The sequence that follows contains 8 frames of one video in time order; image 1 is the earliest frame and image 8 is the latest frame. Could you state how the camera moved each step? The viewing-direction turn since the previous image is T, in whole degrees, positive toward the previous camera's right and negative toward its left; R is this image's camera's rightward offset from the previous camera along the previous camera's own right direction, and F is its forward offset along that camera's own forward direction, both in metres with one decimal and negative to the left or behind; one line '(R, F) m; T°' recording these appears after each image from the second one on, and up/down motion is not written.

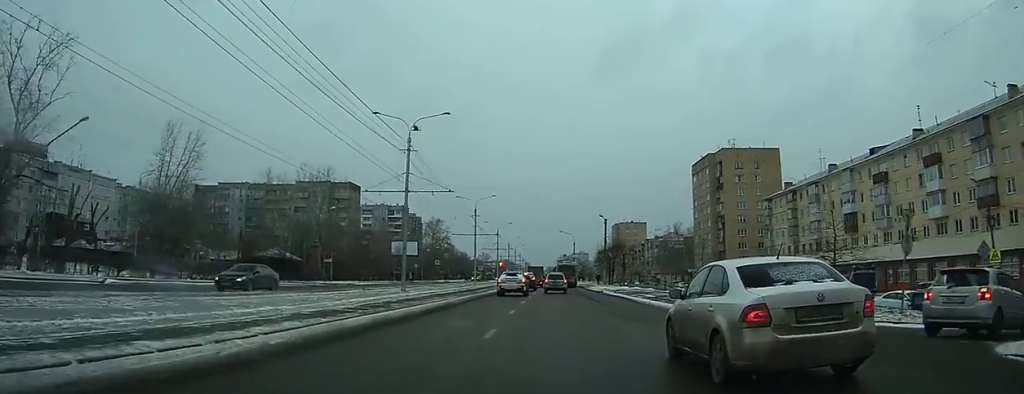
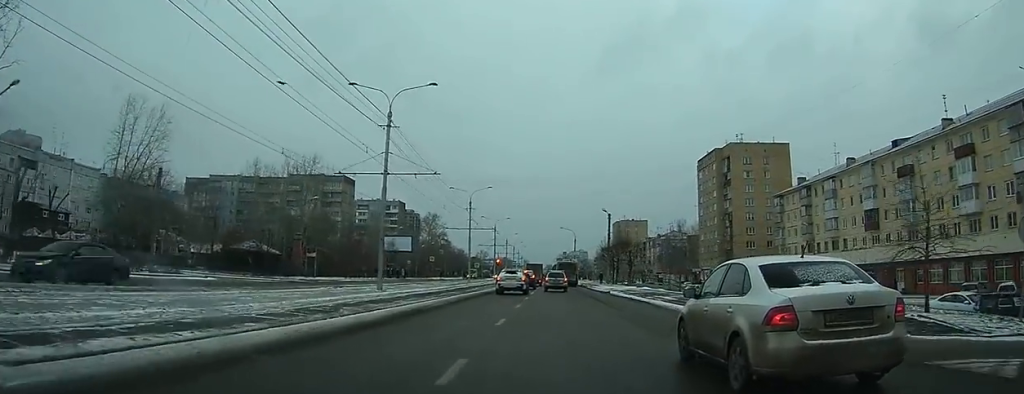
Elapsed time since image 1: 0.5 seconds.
(0.0, +5.5) m; 0°
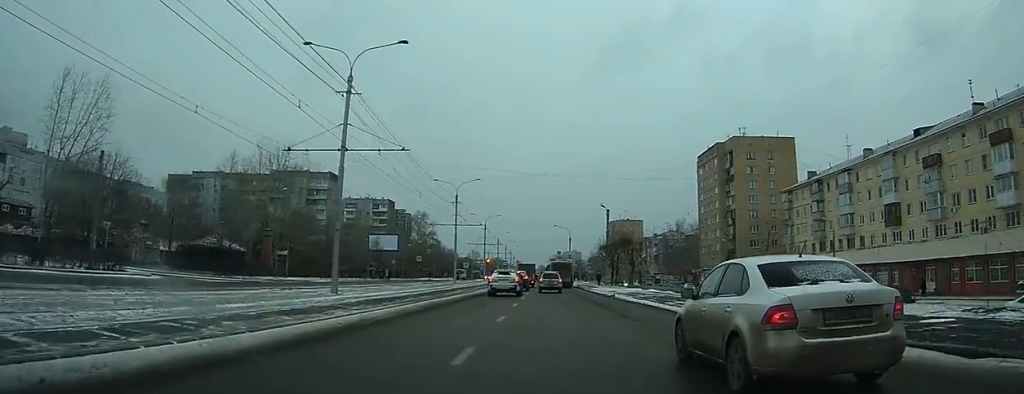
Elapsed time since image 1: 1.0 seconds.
(+0.1, +6.4) m; 0°
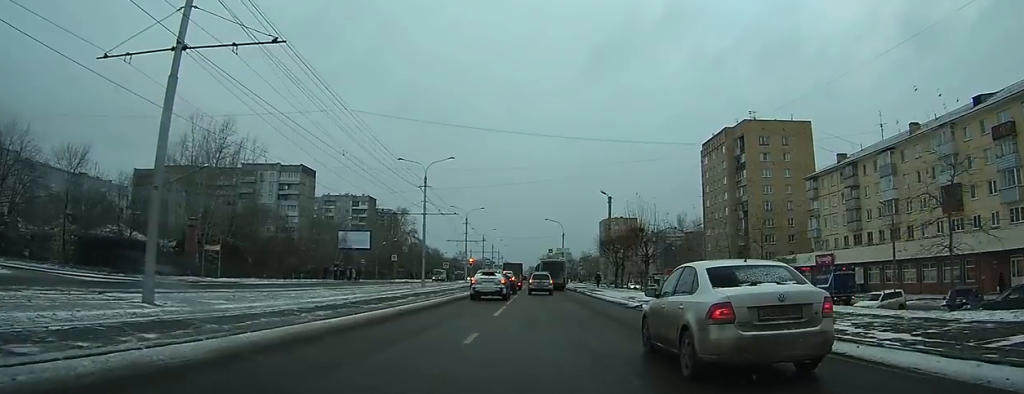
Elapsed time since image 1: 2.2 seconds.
(-0.2, +12.9) m; -1°
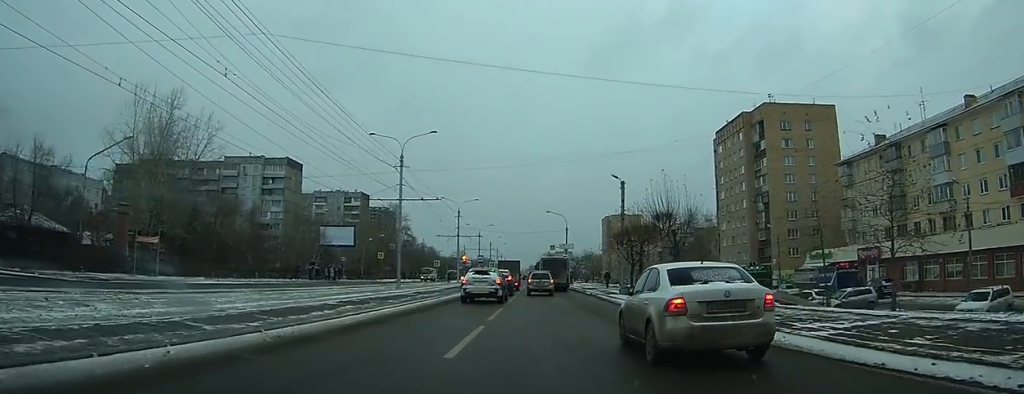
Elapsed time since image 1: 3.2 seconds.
(+0.1, +9.8) m; +1°
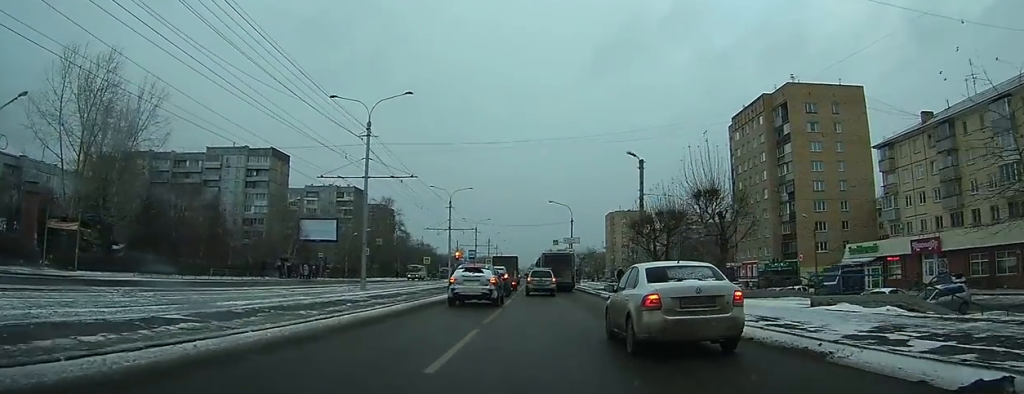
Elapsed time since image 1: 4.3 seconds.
(+0.1, +9.3) m; 0°
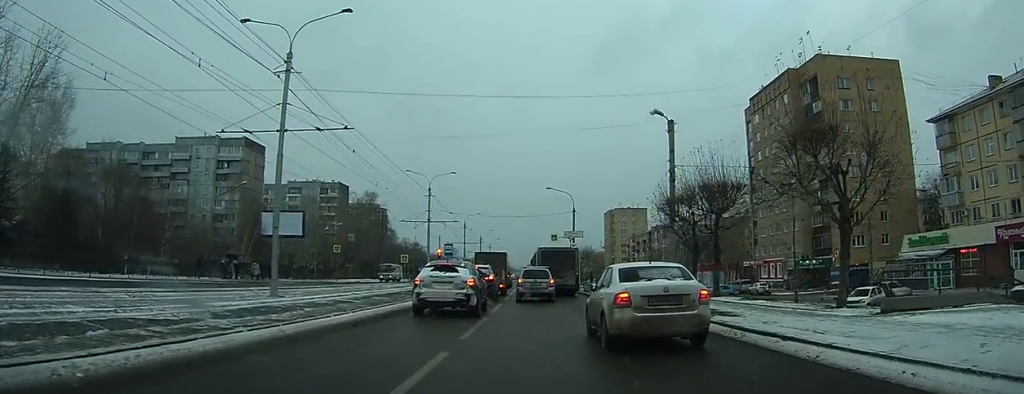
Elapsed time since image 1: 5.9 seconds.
(-0.2, +11.4) m; -2°
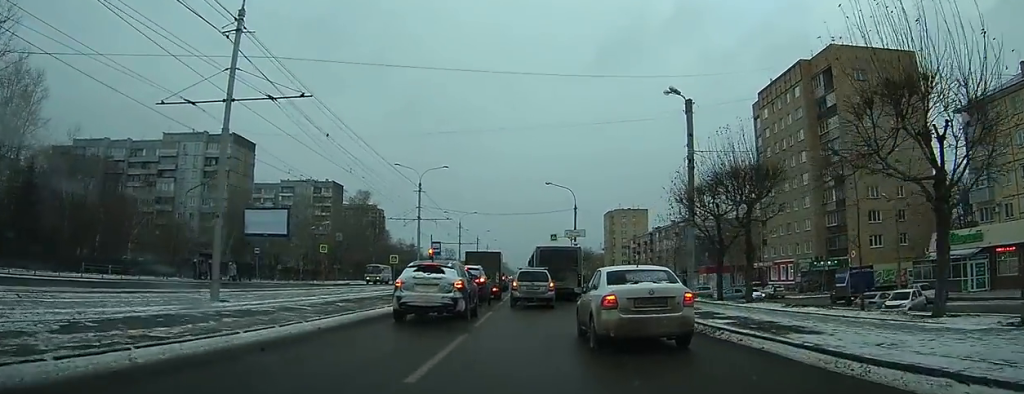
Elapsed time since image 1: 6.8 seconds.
(0.0, +4.8) m; -1°
